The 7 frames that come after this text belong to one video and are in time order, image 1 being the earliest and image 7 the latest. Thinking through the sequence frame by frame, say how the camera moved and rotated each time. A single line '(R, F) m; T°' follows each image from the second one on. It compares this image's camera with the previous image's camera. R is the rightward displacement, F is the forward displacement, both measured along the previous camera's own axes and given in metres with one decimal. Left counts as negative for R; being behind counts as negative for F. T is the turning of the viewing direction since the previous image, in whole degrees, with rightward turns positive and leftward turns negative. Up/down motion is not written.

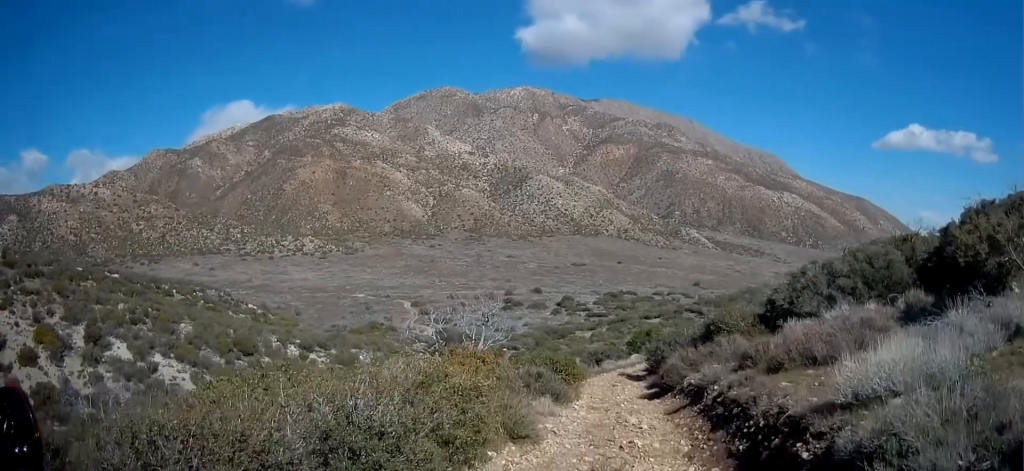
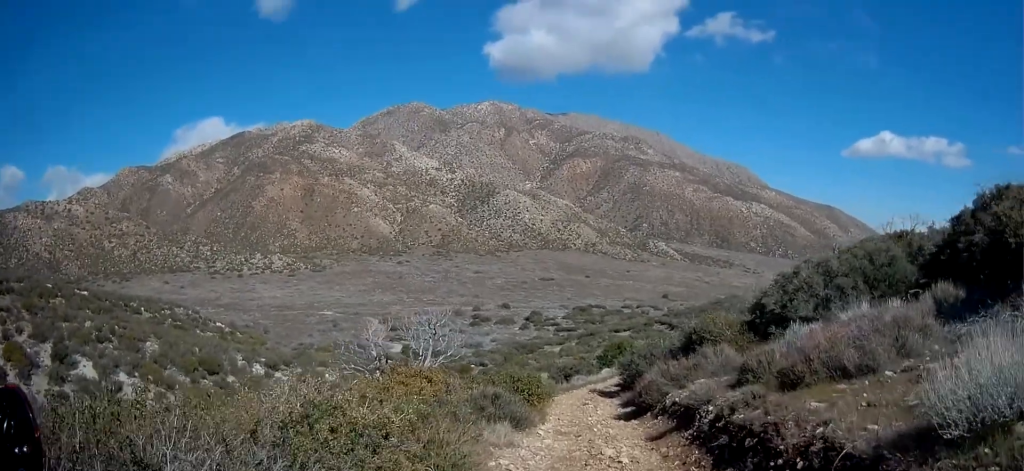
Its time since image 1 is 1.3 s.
(+0.1, +2.4) m; +3°
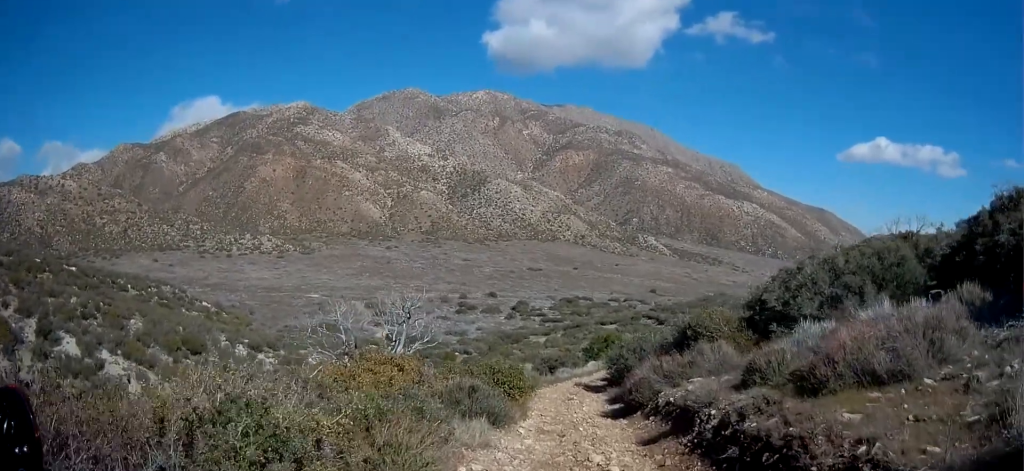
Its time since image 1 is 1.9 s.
(0.0, +1.2) m; +1°
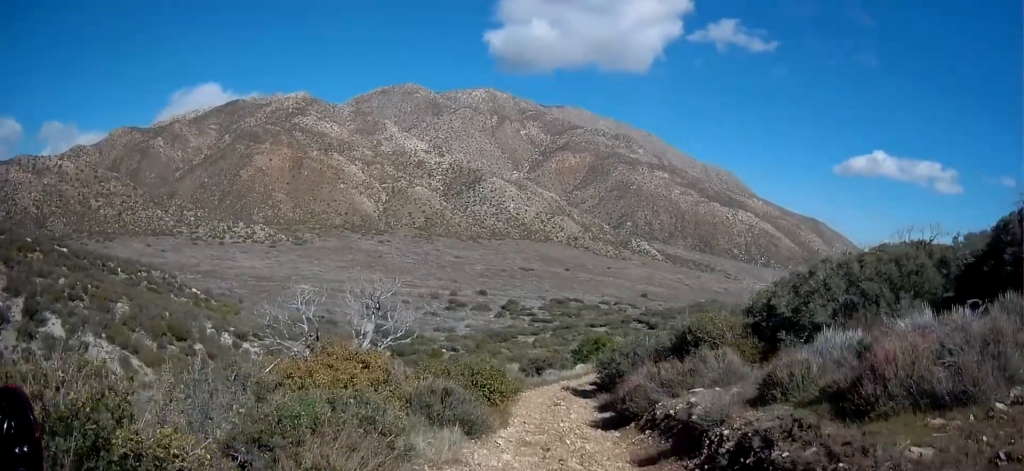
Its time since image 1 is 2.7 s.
(0.0, +1.5) m; +1°
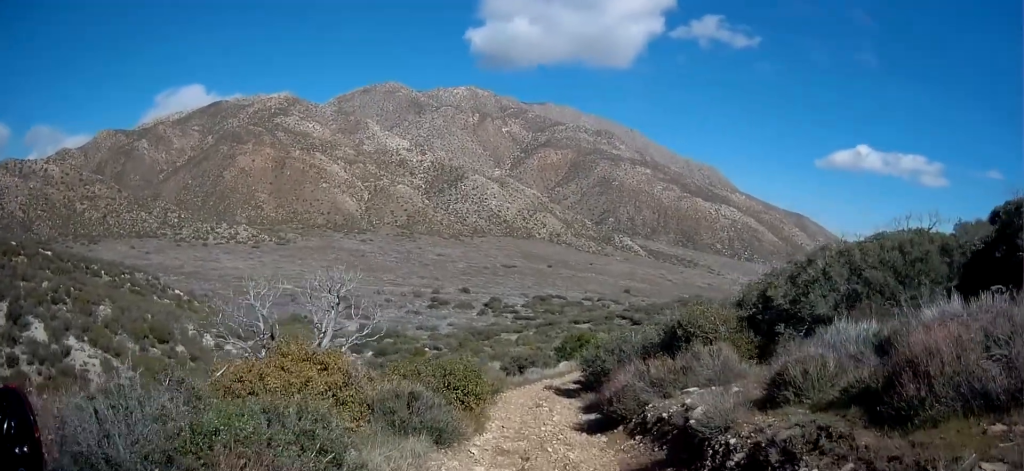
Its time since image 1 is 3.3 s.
(0.0, +1.0) m; +1°
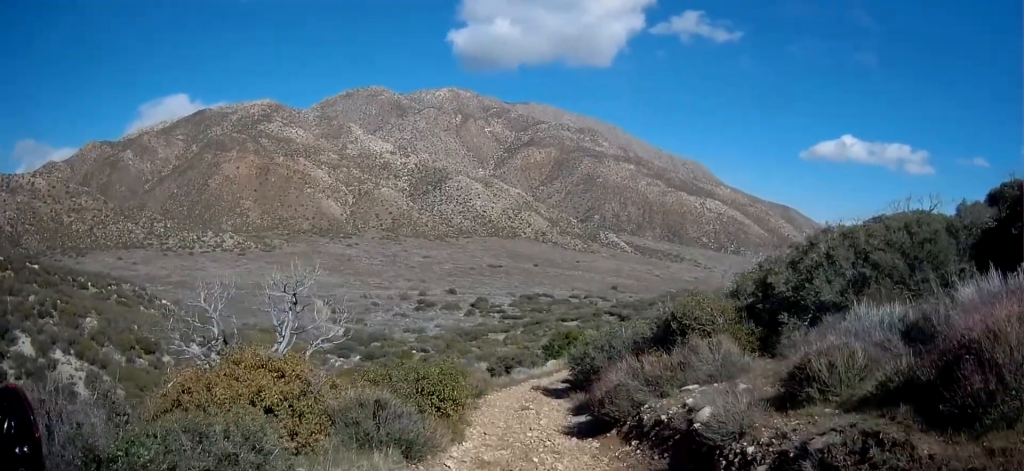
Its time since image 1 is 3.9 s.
(0.0, +1.1) m; 0°
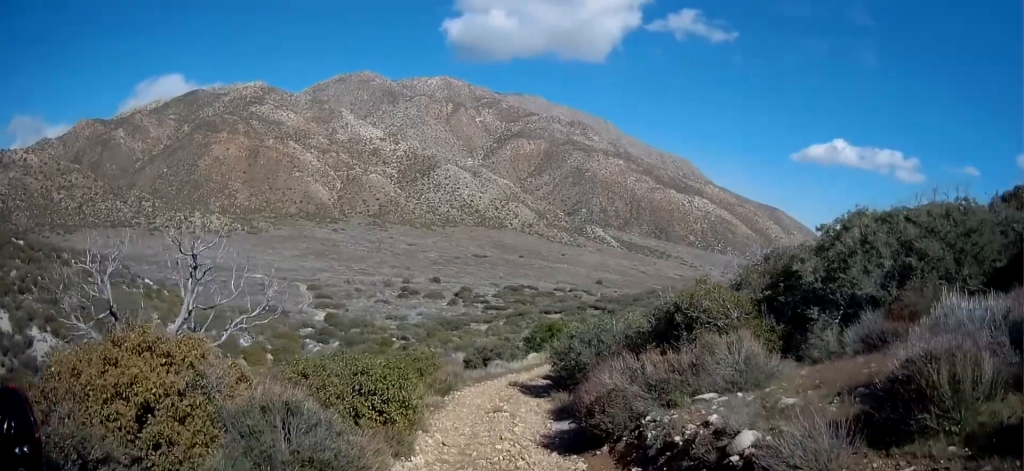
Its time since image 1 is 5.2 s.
(0.0, +2.3) m; 0°
